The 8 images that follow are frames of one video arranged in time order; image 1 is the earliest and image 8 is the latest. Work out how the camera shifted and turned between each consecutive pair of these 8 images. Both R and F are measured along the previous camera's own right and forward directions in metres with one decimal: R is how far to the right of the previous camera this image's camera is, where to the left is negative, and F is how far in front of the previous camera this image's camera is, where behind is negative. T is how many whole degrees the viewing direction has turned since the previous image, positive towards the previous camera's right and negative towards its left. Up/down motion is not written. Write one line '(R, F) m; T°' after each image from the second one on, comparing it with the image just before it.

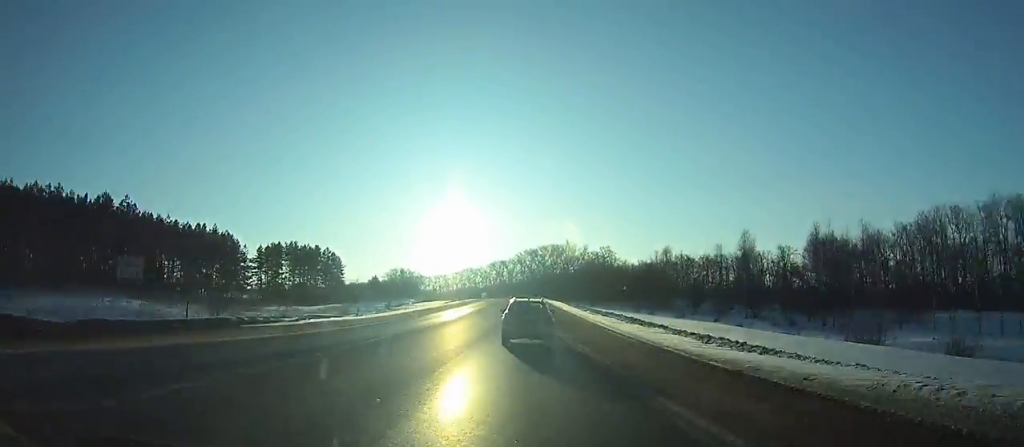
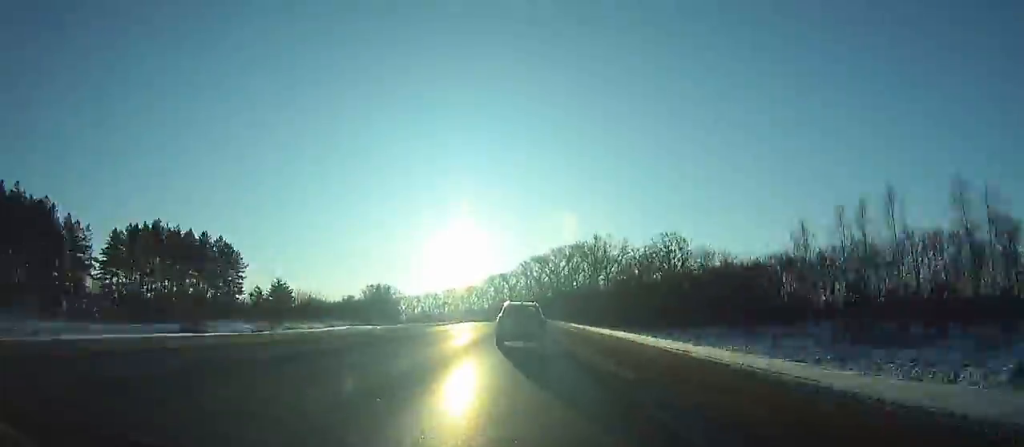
(-0.7, +78.3) m; -1°
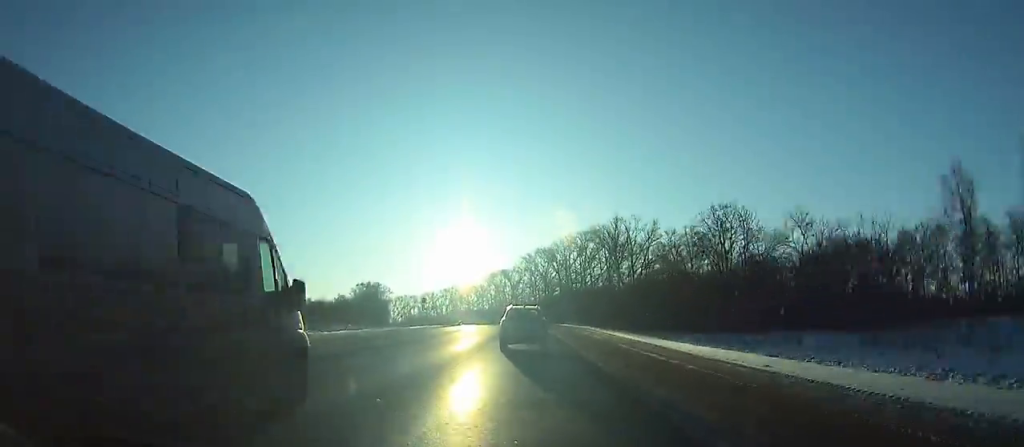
(-0.1, +28.2) m; -1°
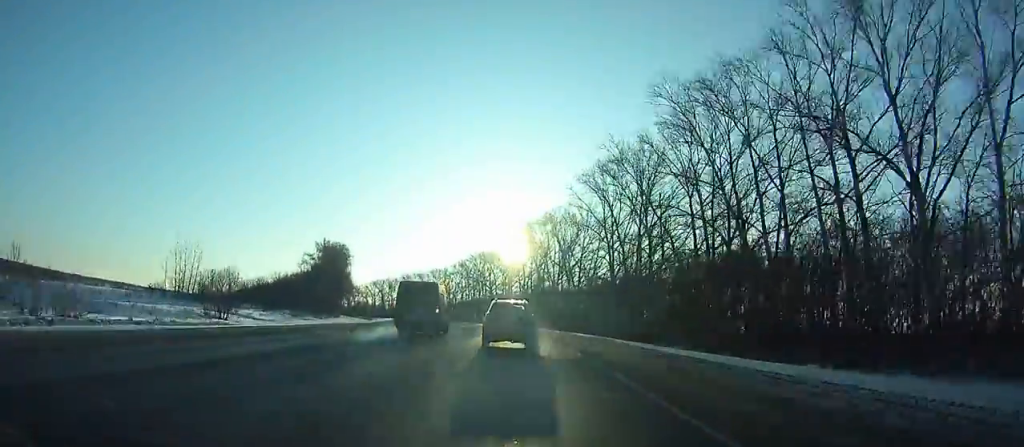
(-2.8, +109.9) m; -5°
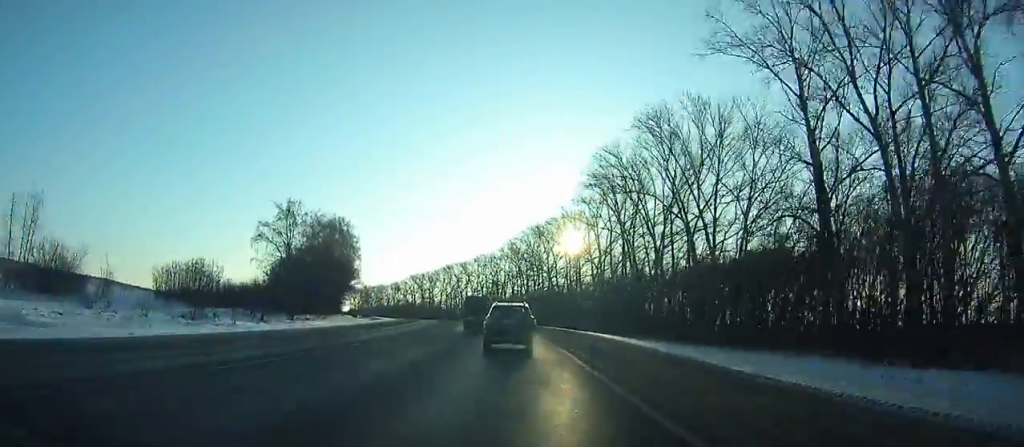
(-2.6, +54.0) m; -5°
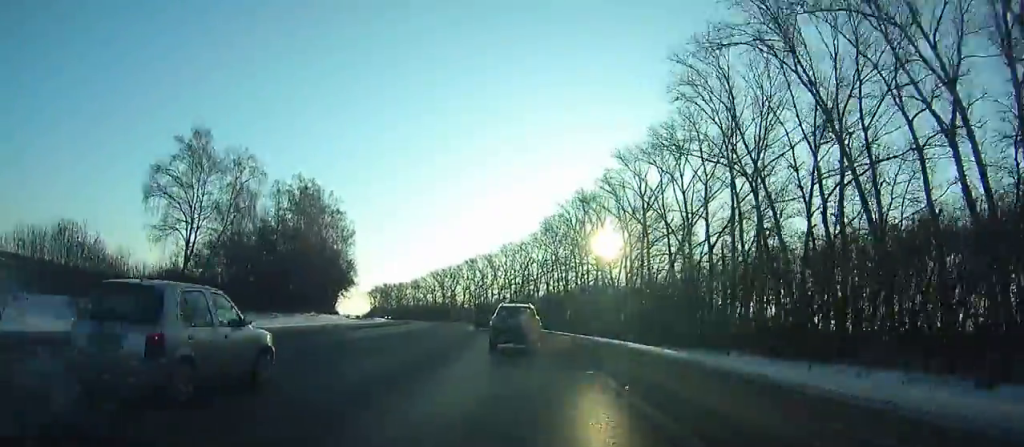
(-1.4, +37.7) m; -4°
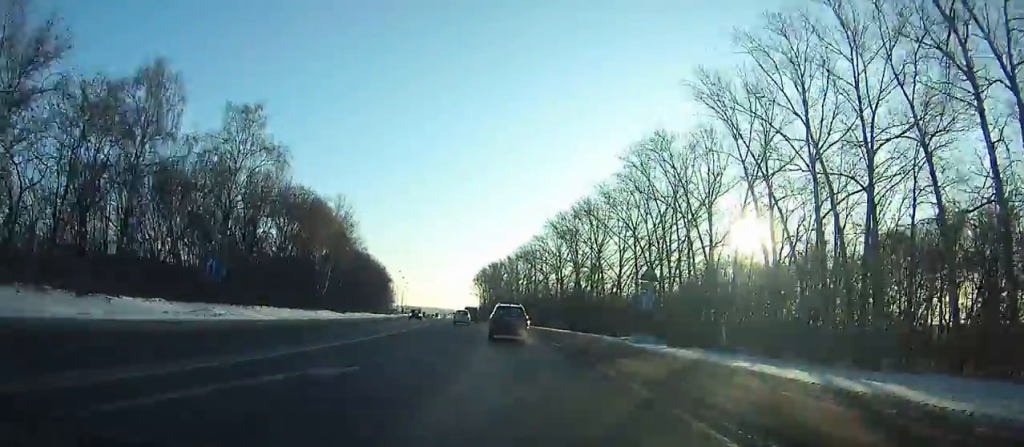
(-15.4, +132.6) m; -14°
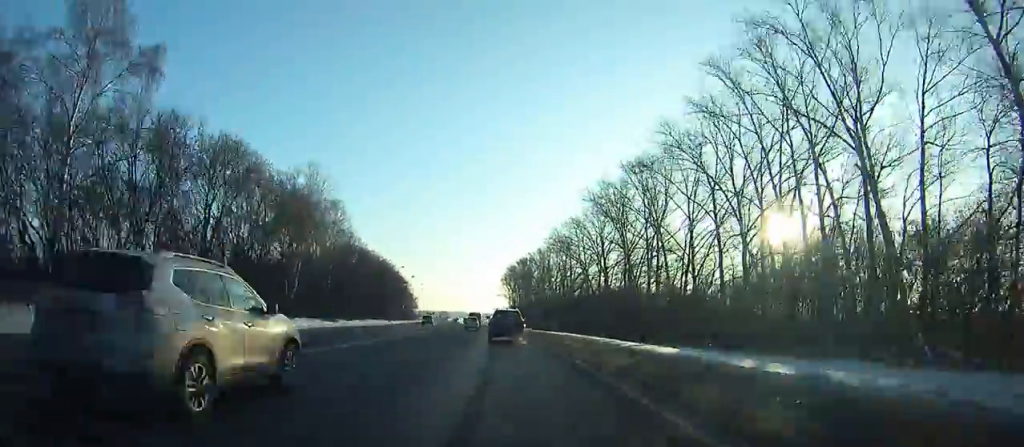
(-0.4, +28.3) m; -3°
